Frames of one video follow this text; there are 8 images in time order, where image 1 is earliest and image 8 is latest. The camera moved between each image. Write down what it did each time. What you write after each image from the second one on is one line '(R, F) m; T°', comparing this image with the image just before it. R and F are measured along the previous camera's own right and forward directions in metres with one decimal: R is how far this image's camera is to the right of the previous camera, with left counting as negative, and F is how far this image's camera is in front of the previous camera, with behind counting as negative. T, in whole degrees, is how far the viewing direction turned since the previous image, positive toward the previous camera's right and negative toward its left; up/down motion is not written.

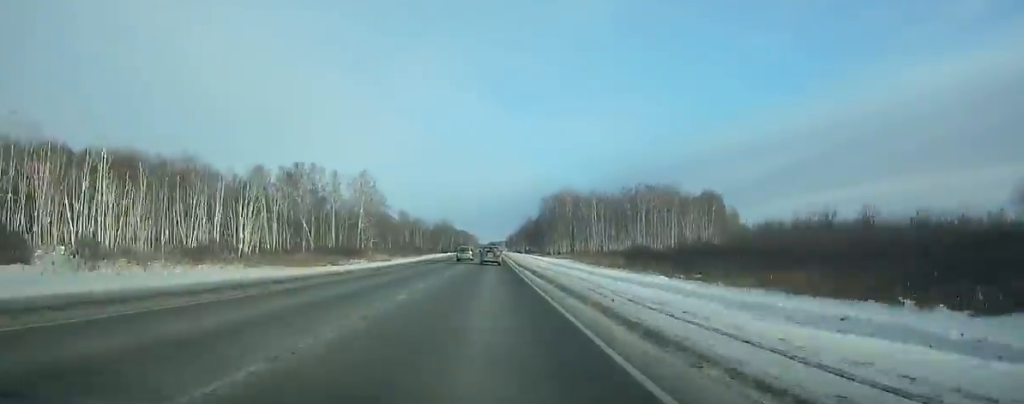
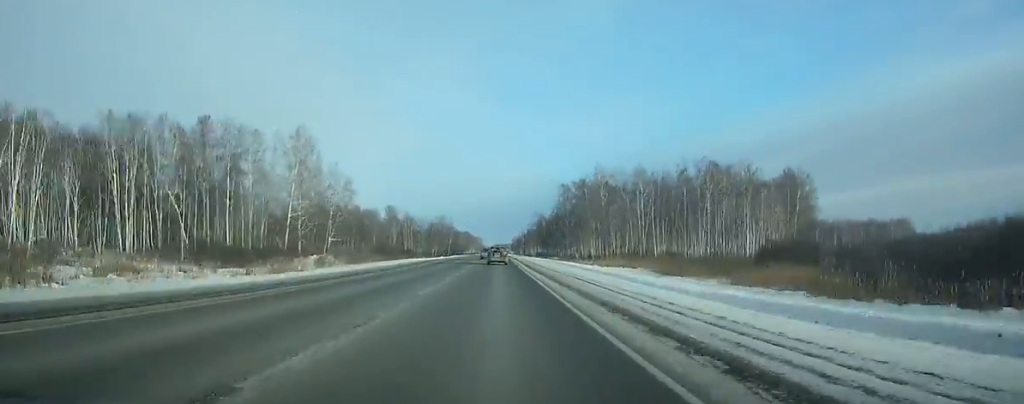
(0.0, +57.8) m; 0°
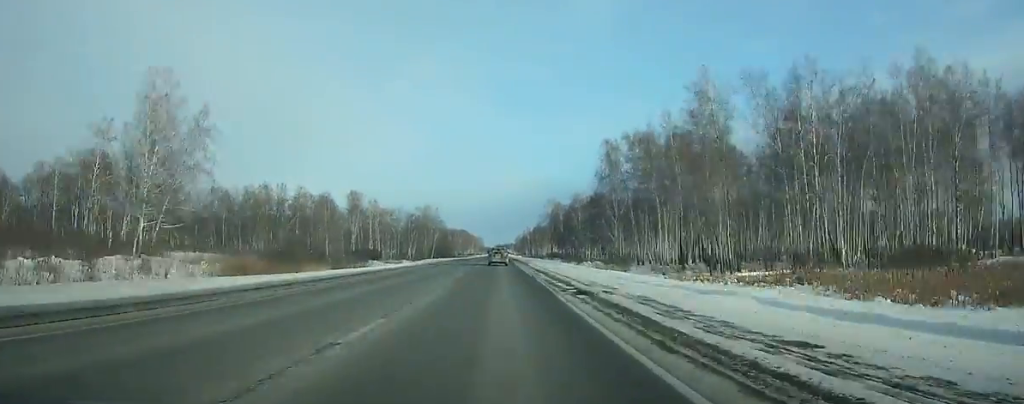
(-0.2, +80.1) m; 0°
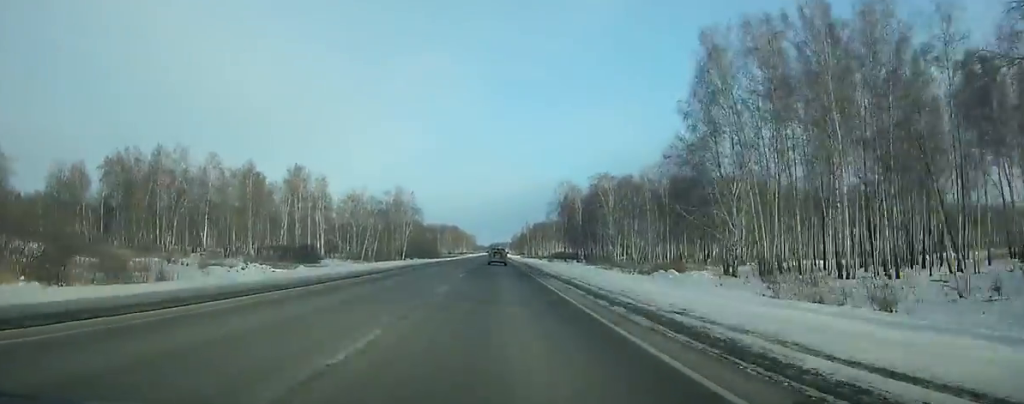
(-0.1, +62.3) m; 0°
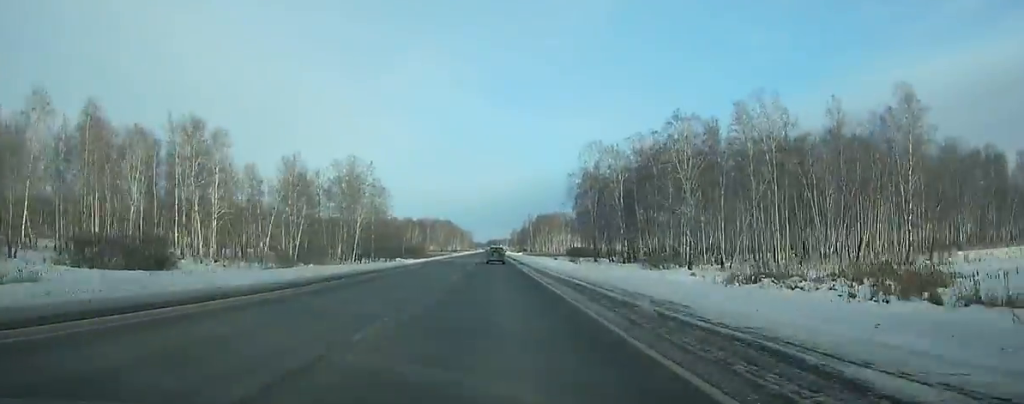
(+0.1, +57.2) m; 0°
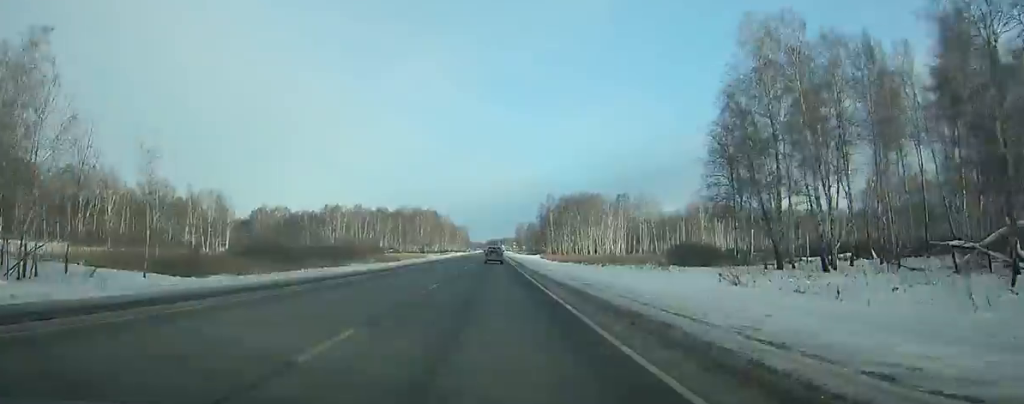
(+0.6, +121.6) m; 0°
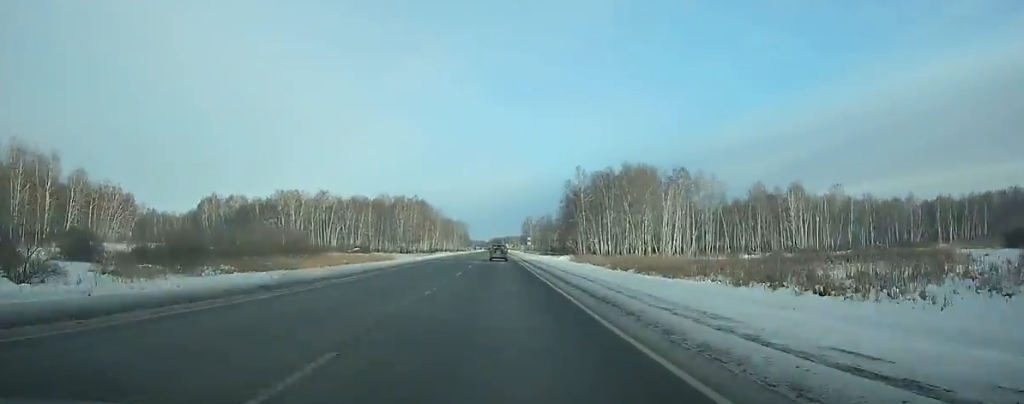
(0.0, +74.4) m; 0°
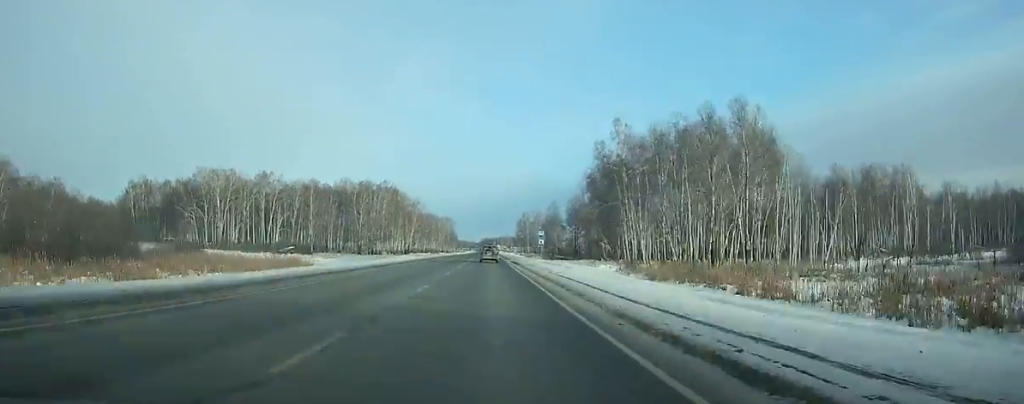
(-0.1, +57.1) m; 0°
